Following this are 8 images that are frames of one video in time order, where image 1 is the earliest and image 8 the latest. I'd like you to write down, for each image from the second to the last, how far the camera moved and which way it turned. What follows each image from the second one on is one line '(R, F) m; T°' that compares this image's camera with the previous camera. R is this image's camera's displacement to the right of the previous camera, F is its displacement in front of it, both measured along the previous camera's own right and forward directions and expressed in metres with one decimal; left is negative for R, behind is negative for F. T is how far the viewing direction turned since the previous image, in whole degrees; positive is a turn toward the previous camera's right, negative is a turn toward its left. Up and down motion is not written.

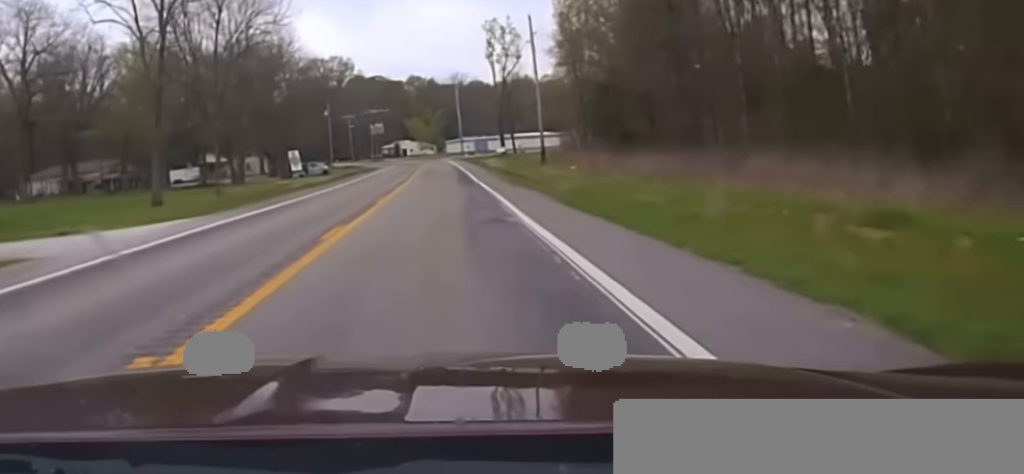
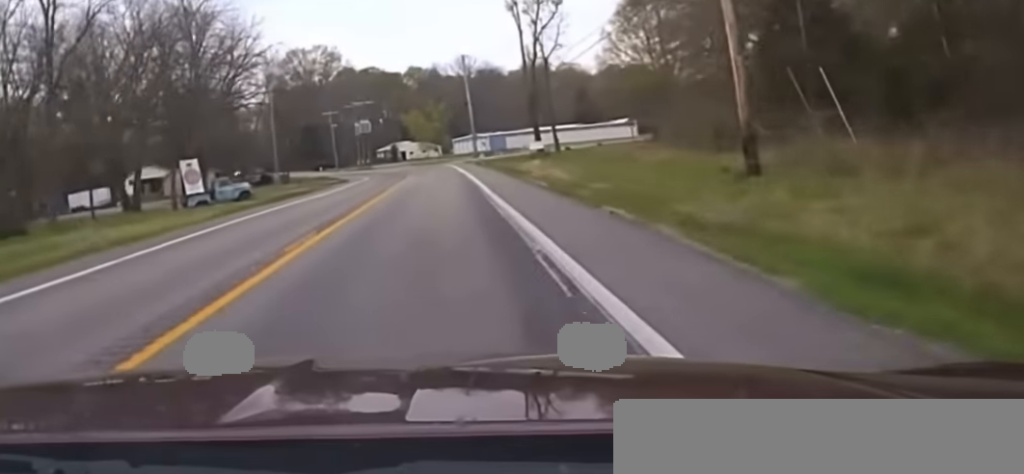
(-0.1, +44.2) m; -1°
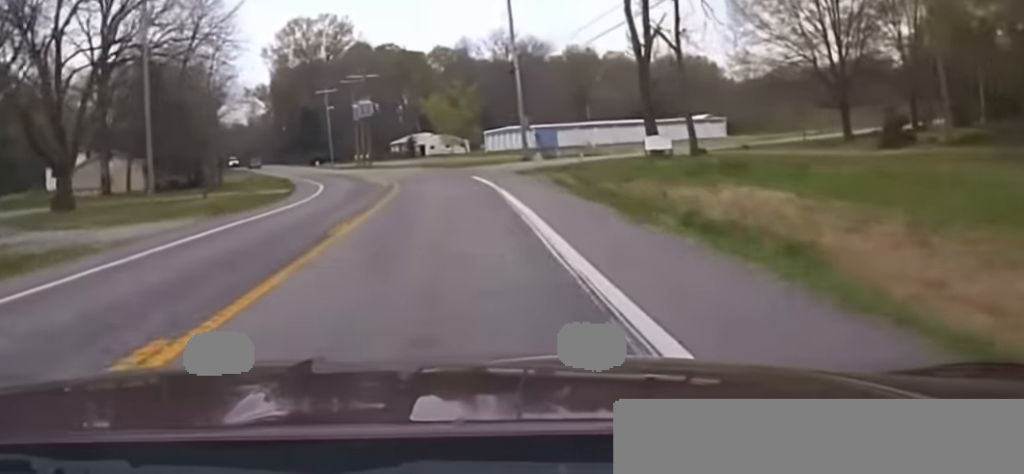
(-0.7, +44.7) m; -2°
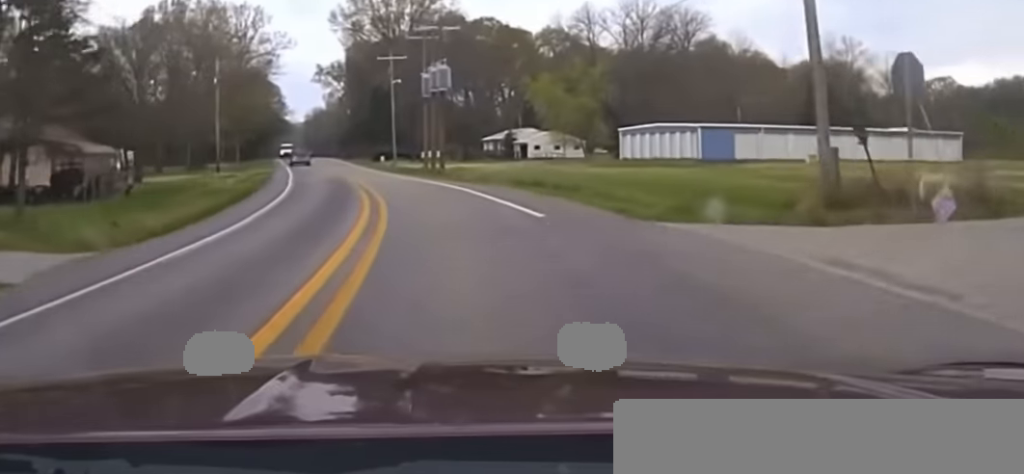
(-1.5, +53.1) m; -4°
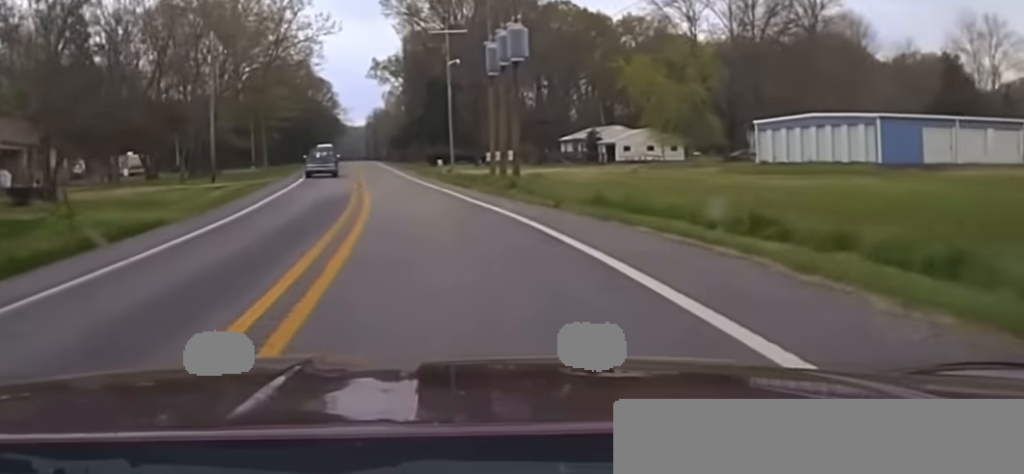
(-0.2, +27.5) m; -3°
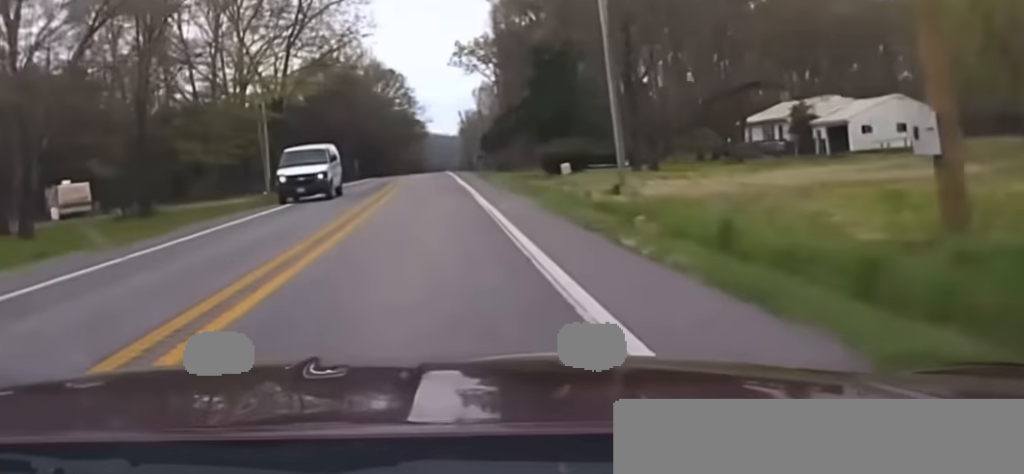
(-3.1, +51.1) m; -5°
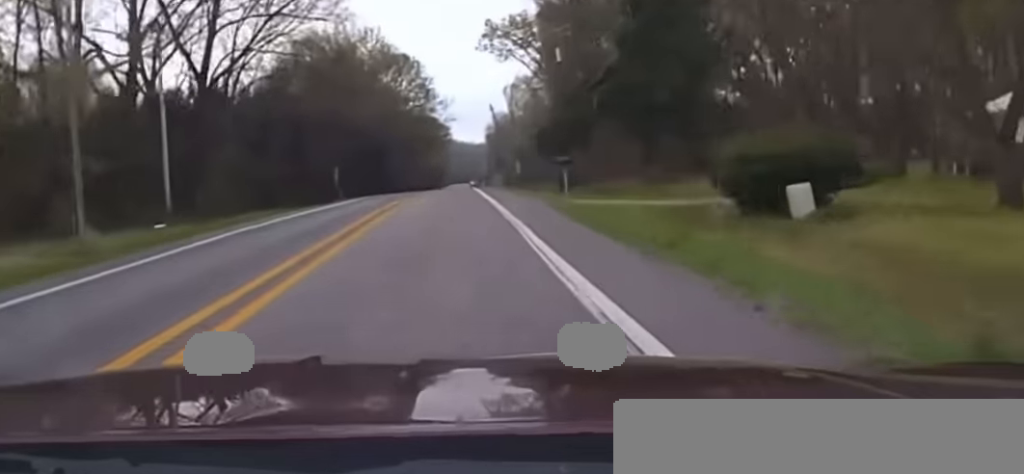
(-1.1, +39.2) m; -1°
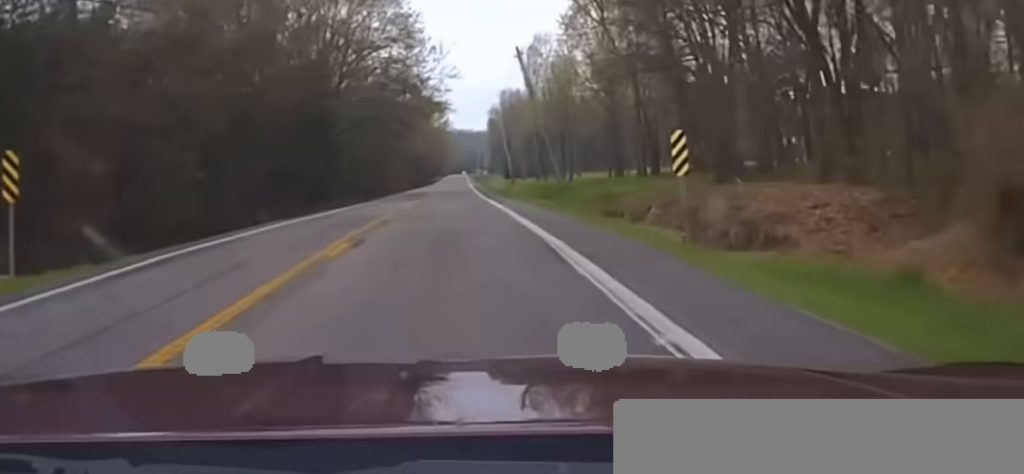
(+0.4, +52.8) m; 0°
